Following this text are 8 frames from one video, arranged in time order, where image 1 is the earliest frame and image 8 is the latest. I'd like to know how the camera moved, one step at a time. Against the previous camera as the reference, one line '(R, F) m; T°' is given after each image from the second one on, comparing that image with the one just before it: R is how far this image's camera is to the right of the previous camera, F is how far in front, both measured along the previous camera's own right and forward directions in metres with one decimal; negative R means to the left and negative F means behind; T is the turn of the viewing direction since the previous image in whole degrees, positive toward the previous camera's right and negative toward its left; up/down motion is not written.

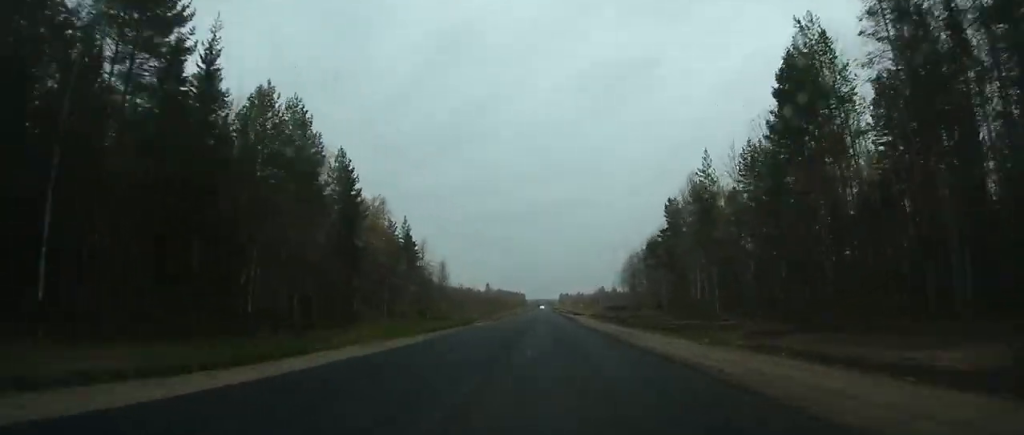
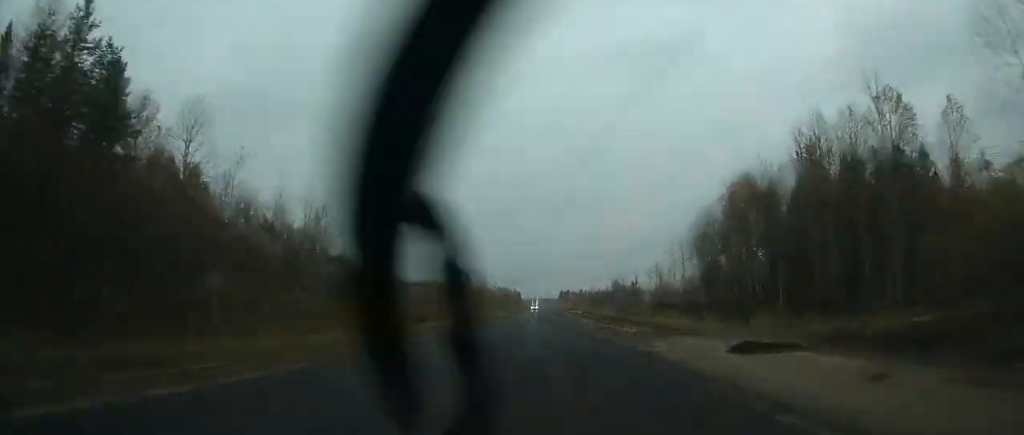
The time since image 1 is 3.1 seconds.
(-0.1, +89.5) m; 0°
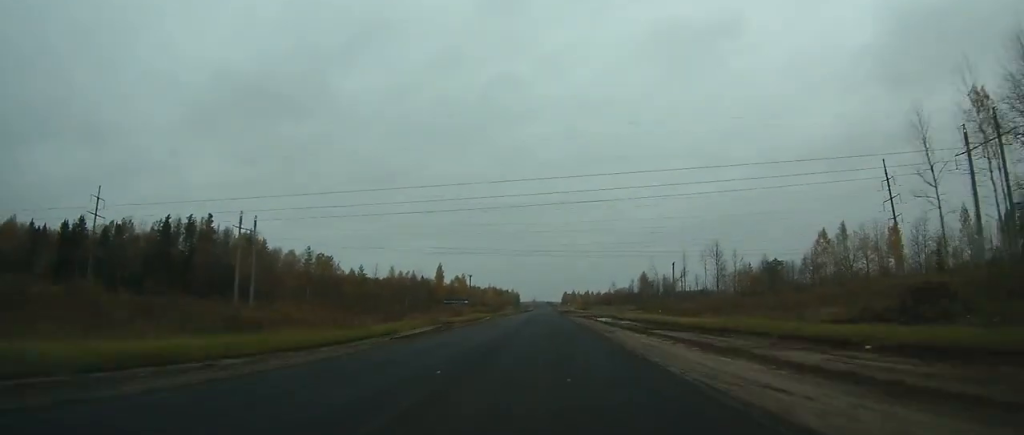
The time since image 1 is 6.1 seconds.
(+0.5, +88.2) m; 0°
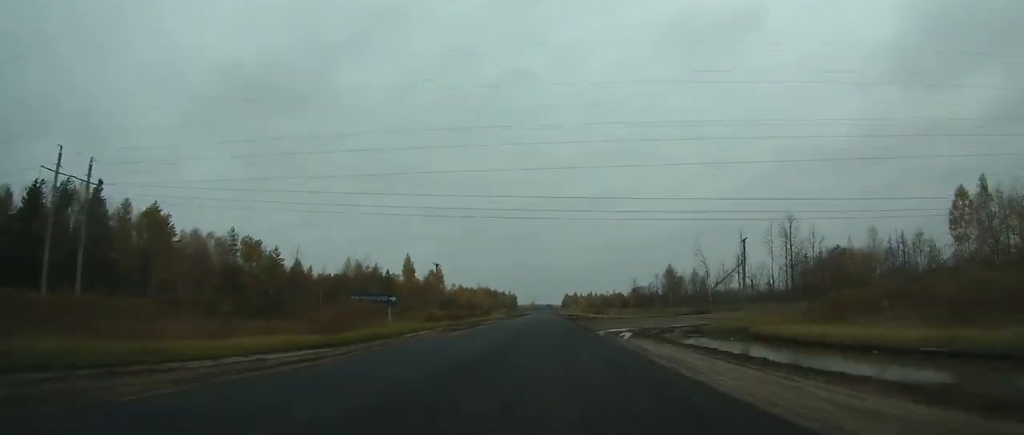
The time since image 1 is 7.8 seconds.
(-0.2, +50.1) m; 0°
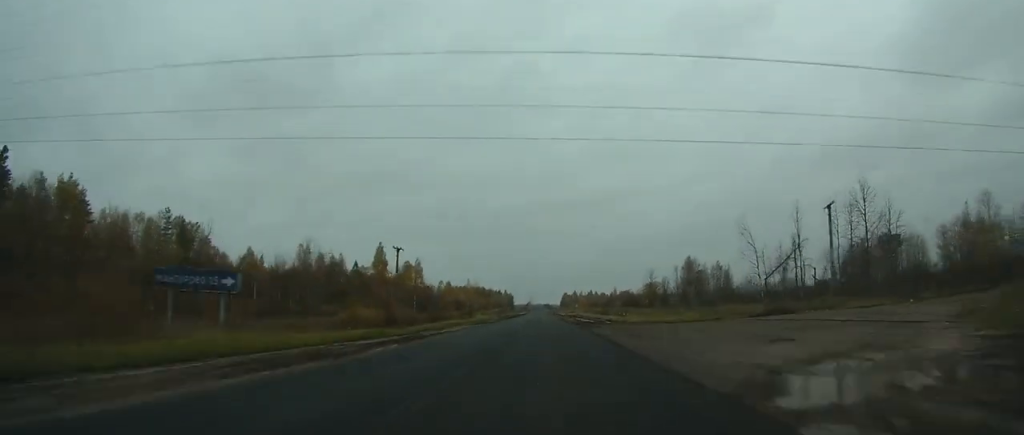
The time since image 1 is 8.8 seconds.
(-0.1, +28.2) m; 0°
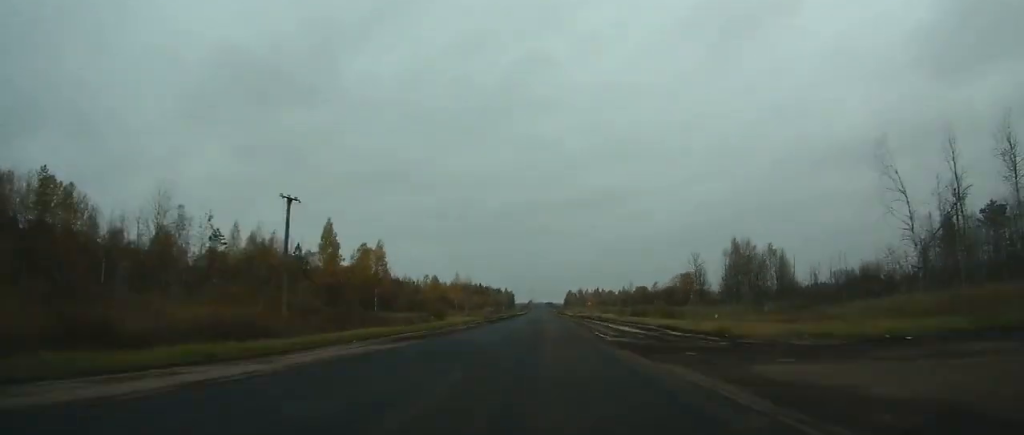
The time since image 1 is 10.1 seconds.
(-0.1, +36.4) m; 0°
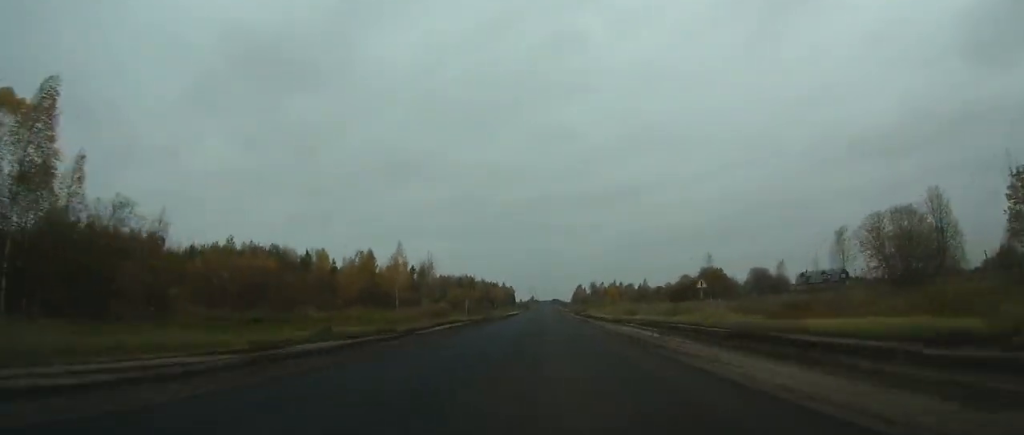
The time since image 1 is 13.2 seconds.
(-0.4, +84.1) m; 0°
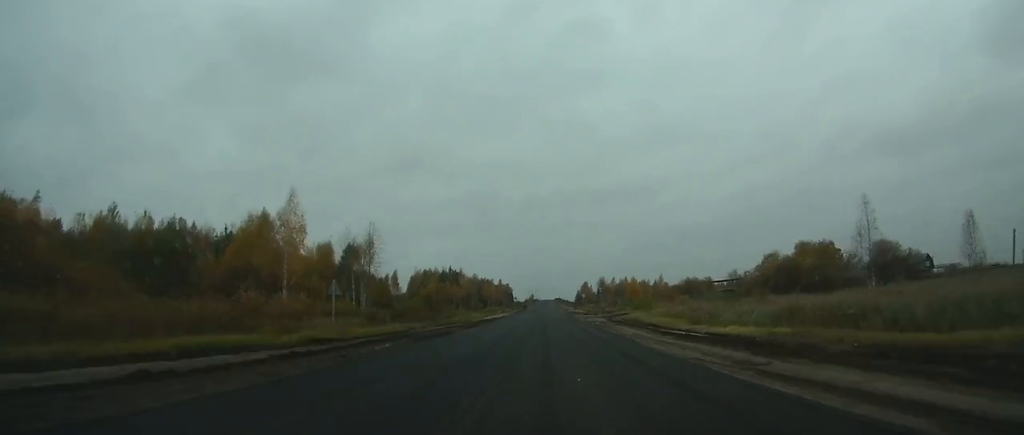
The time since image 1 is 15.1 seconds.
(-0.1, +53.6) m; 0°
